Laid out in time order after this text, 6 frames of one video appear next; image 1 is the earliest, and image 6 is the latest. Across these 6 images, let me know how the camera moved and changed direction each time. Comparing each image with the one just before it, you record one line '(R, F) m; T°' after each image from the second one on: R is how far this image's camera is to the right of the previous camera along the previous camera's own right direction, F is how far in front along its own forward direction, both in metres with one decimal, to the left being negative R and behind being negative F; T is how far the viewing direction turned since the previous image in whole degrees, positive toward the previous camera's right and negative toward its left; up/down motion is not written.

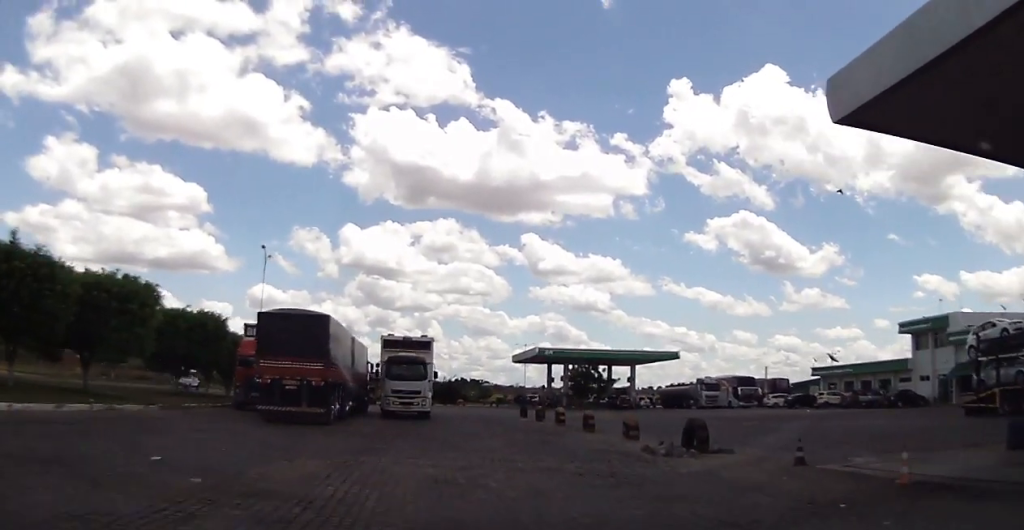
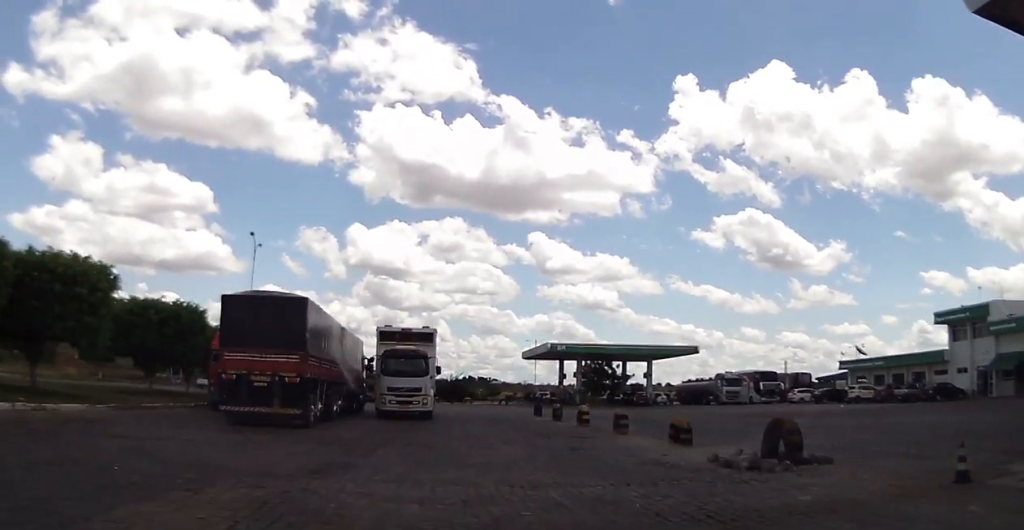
(+0.2, +4.0) m; -1°
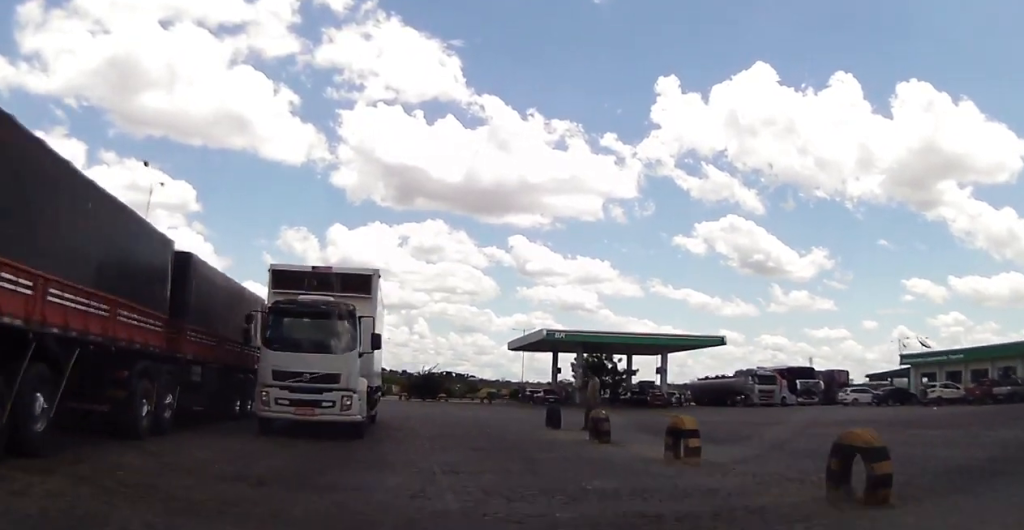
(0.0, +13.8) m; -1°
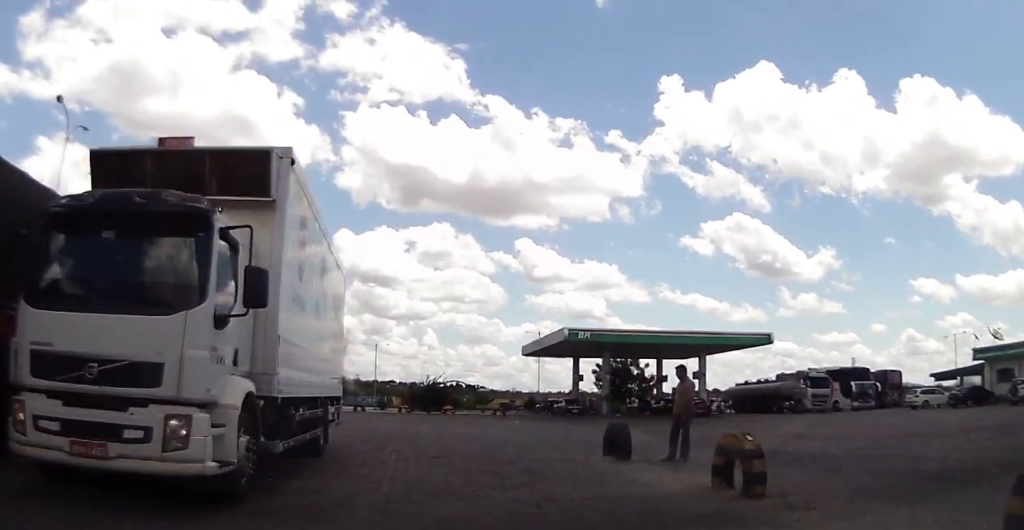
(-0.6, +8.5) m; -1°
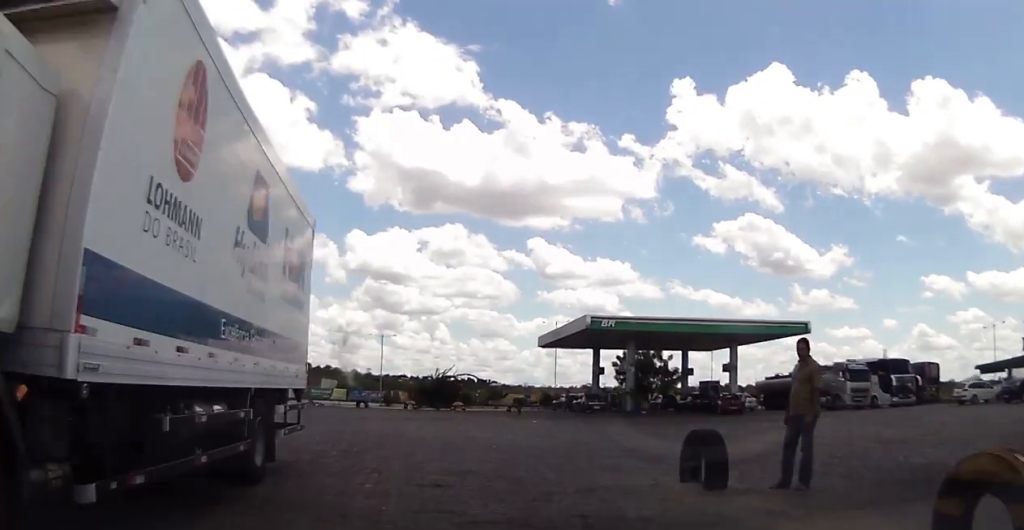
(+0.1, +4.5) m; +2°
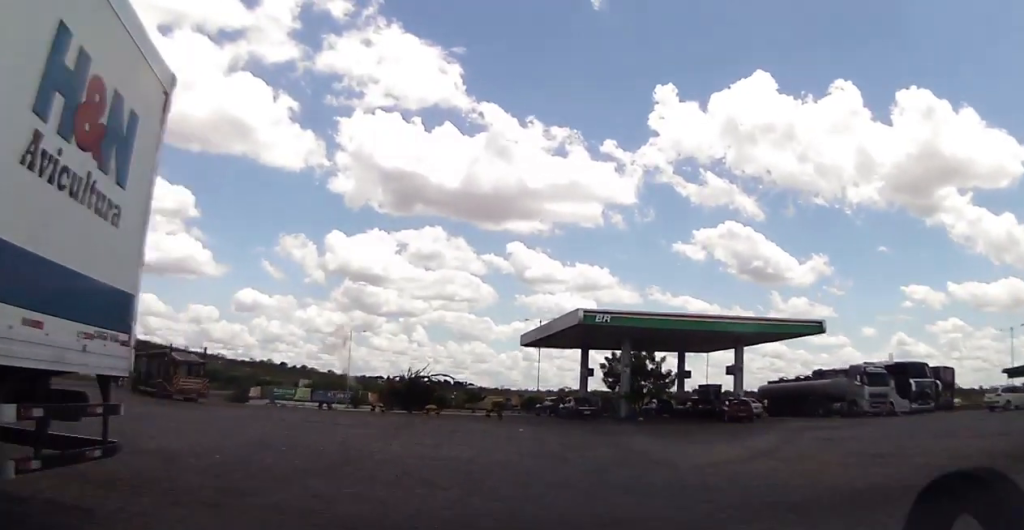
(+0.1, +5.6) m; +2°
